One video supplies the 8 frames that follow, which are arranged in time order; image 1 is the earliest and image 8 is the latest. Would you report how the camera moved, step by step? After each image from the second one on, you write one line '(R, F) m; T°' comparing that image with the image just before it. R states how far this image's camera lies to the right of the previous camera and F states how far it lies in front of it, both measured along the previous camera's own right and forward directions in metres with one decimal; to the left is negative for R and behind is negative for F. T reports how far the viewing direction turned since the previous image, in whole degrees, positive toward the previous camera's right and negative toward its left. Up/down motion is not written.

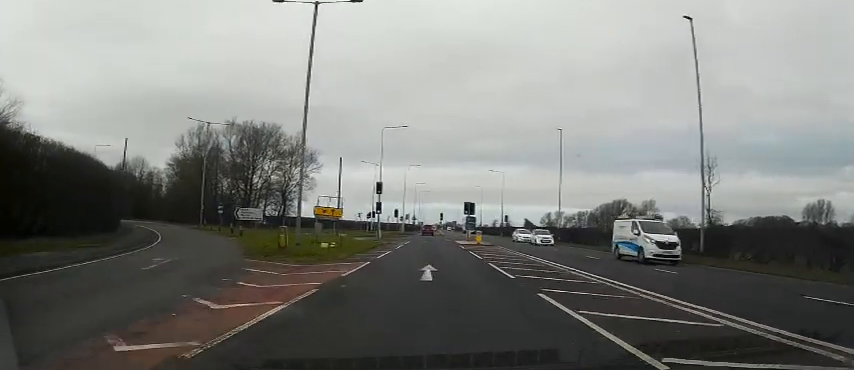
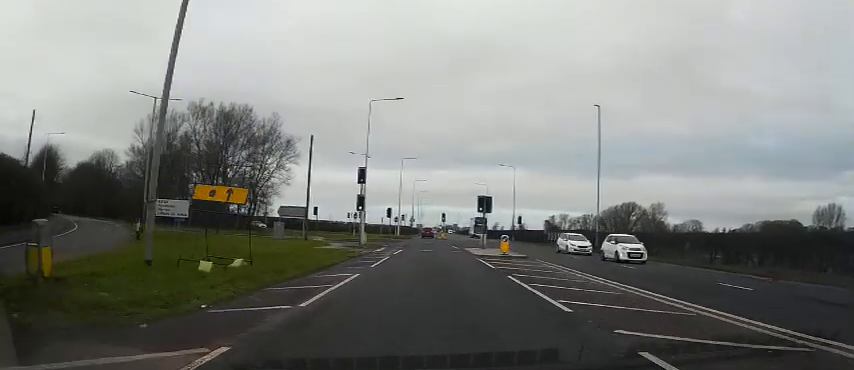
(0.0, +13.0) m; 0°
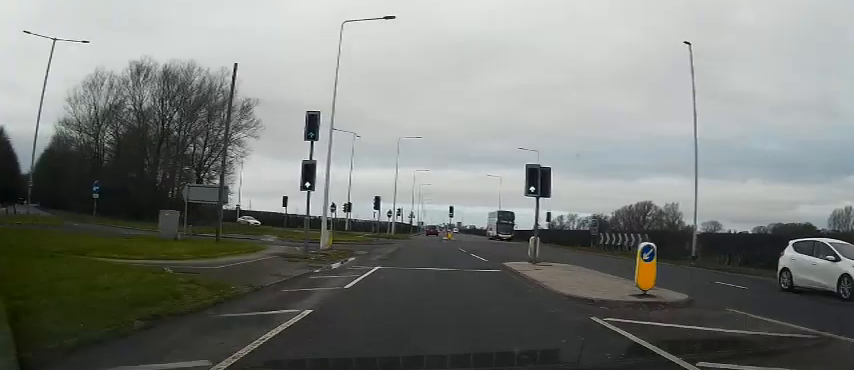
(-0.1, +16.6) m; 0°
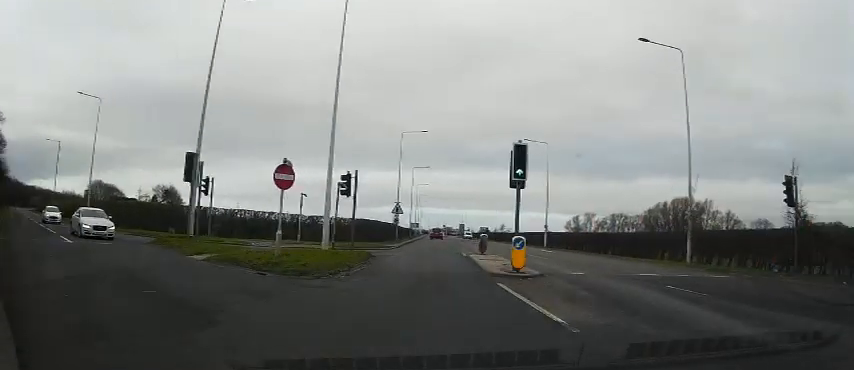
(0.0, +41.5) m; 0°
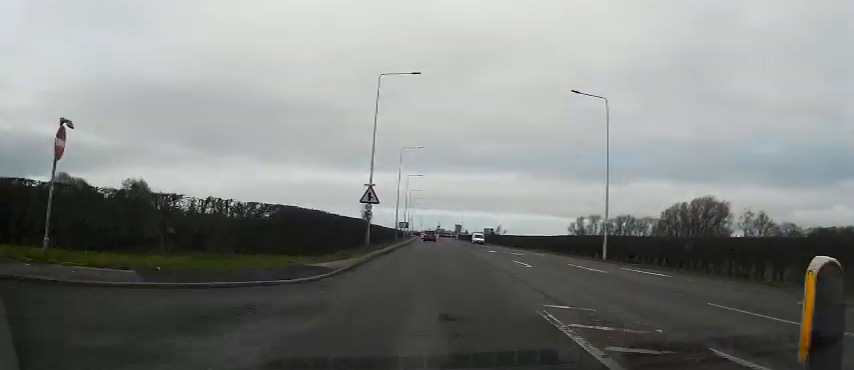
(0.0, +22.0) m; 0°
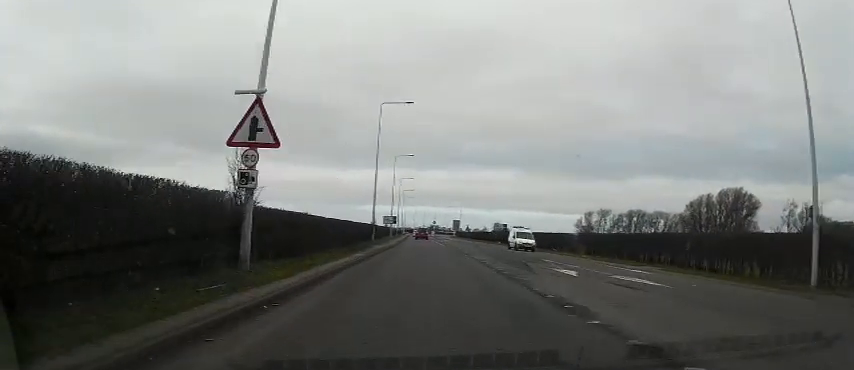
(+0.3, +22.9) m; +1°
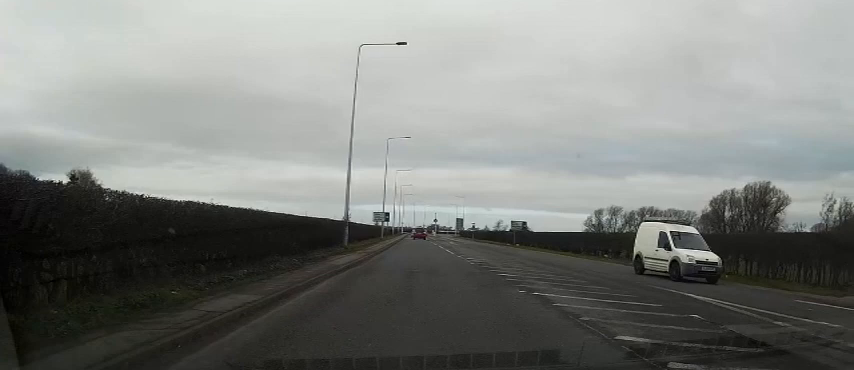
(+0.3, +15.1) m; 0°
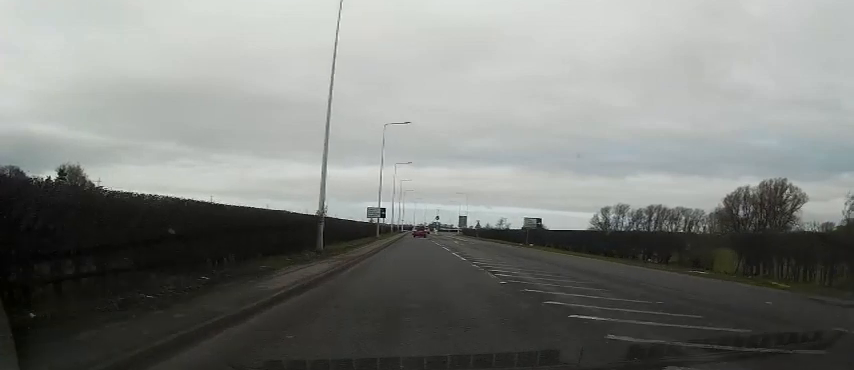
(-0.2, +7.2) m; 0°
